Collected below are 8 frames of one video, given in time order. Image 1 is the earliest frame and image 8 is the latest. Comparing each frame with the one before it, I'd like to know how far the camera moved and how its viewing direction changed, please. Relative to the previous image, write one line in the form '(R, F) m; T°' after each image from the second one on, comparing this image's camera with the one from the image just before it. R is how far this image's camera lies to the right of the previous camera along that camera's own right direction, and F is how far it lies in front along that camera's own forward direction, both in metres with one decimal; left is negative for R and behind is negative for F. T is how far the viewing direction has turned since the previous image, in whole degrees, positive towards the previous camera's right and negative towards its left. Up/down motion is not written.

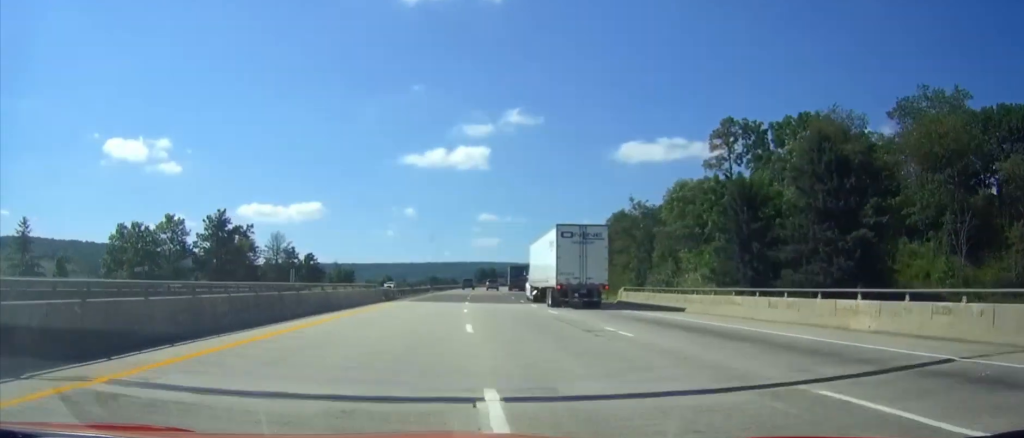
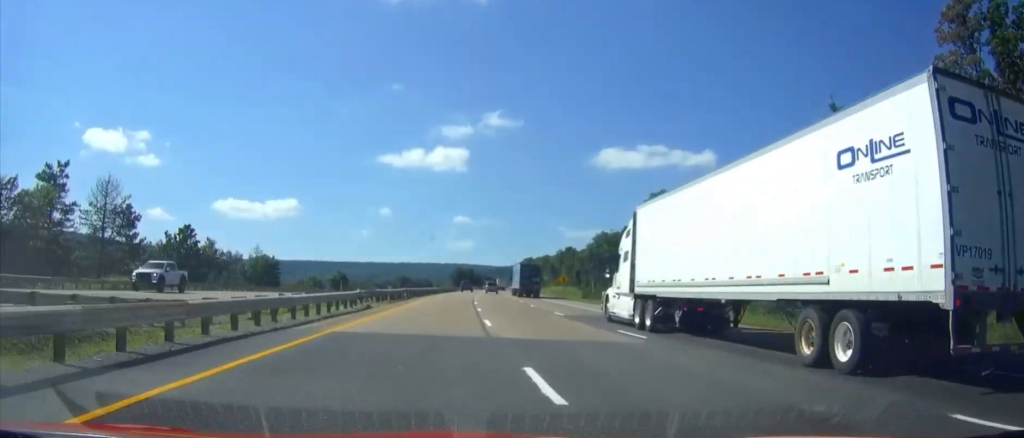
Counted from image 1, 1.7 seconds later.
(+1.0, +57.6) m; +2°
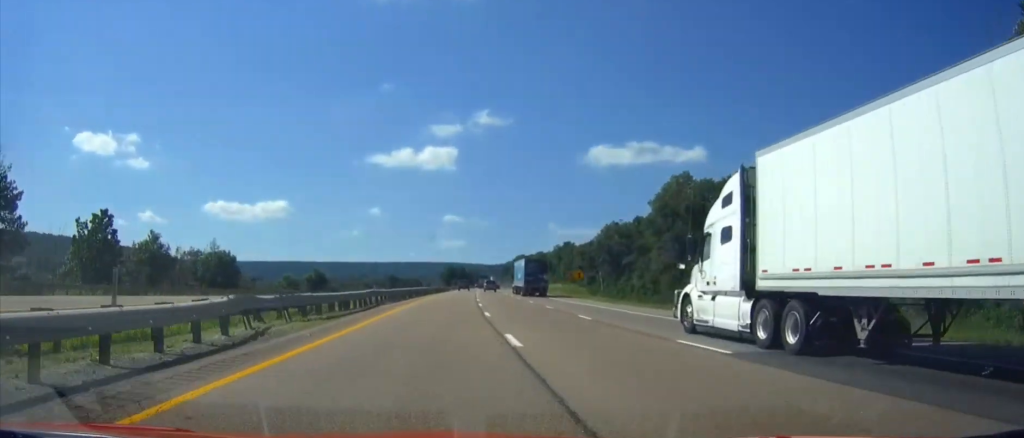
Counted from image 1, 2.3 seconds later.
(+0.2, +19.9) m; +1°
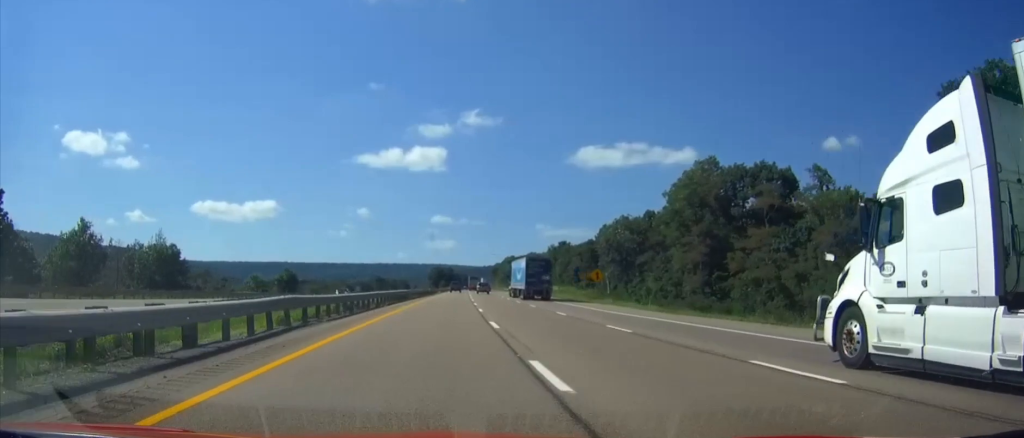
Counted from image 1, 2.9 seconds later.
(+0.1, +17.7) m; +1°
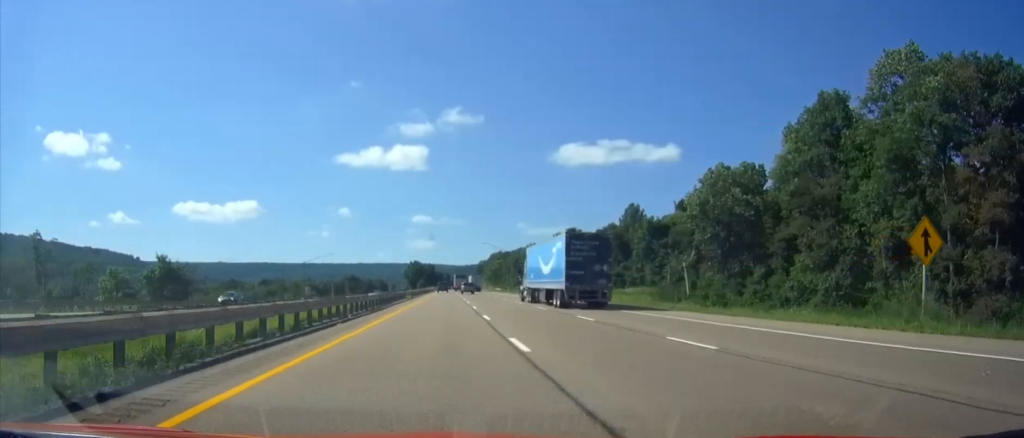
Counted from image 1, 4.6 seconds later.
(+0.8, +56.1) m; +1°
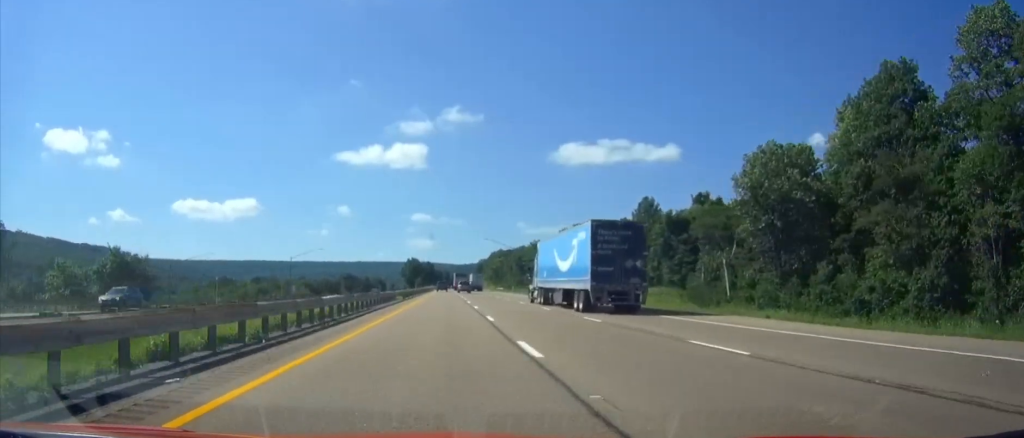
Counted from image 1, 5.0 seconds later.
(0.0, +13.2) m; 0°
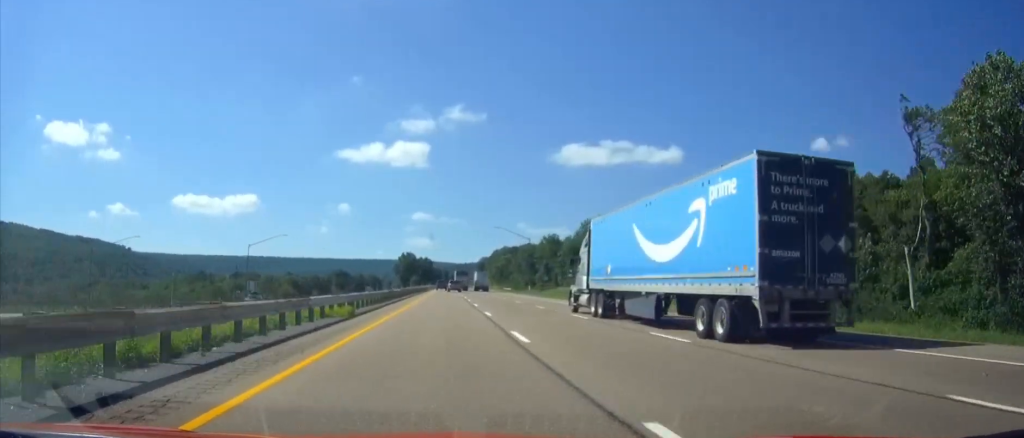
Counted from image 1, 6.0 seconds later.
(+0.1, +32.8) m; 0°
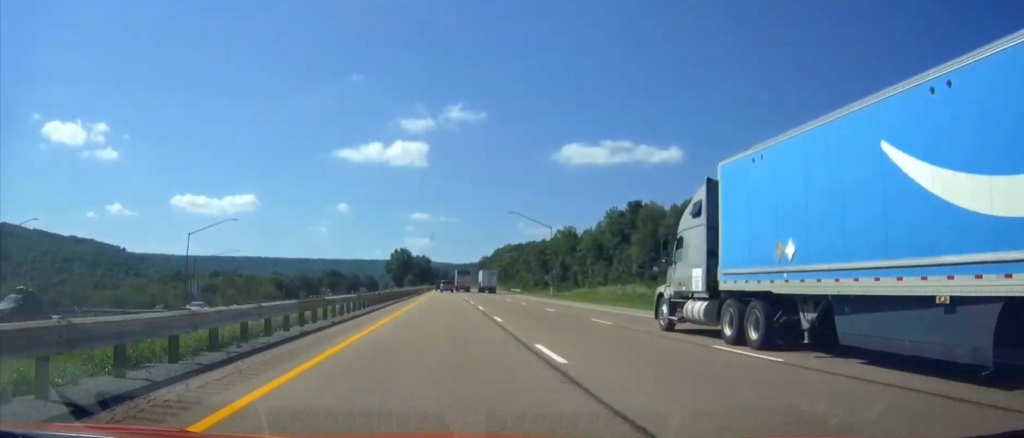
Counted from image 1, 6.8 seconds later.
(0.0, +28.3) m; 0°
